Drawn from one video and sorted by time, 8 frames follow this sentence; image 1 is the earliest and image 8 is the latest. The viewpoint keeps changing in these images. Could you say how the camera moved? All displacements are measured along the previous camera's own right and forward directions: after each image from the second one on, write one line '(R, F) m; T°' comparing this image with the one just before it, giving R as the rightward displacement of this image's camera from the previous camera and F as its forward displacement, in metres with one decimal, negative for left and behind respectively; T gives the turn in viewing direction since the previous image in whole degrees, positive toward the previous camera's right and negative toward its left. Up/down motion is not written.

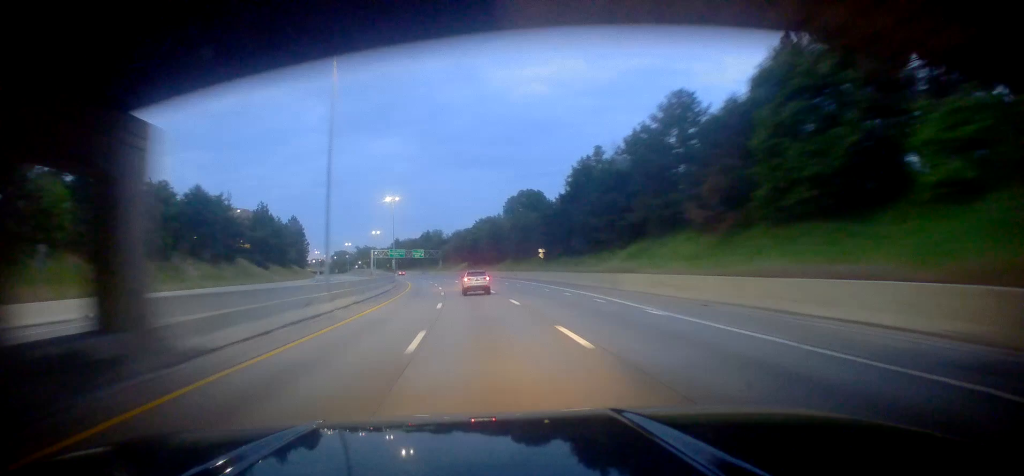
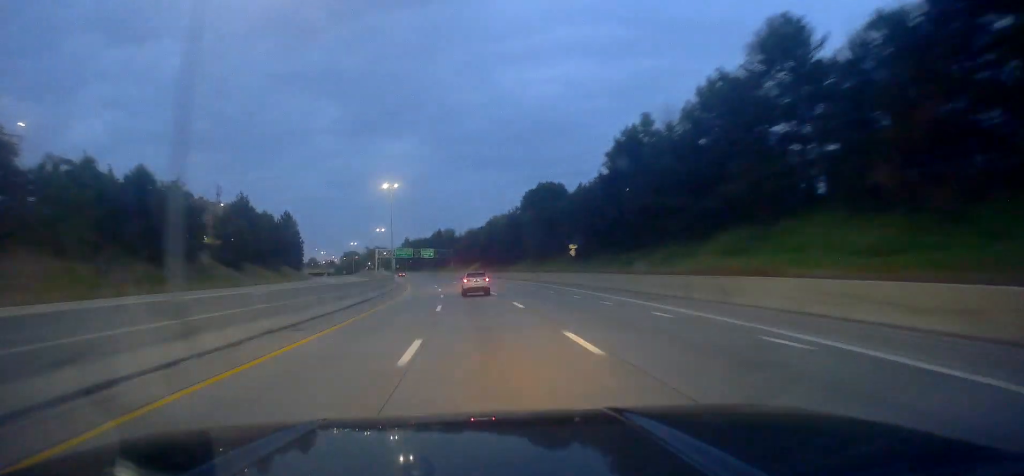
(-0.4, +16.4) m; -1°
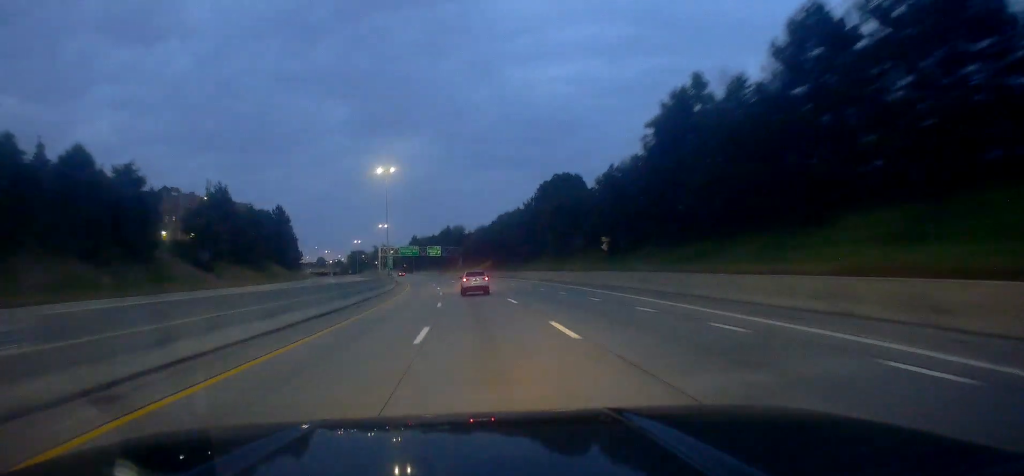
(-0.1, +12.3) m; -1°
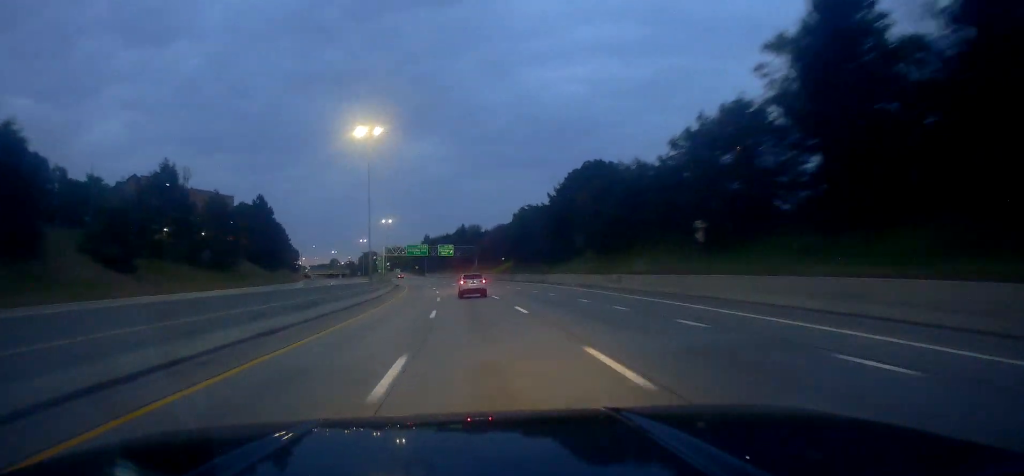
(-0.2, +20.1) m; -2°
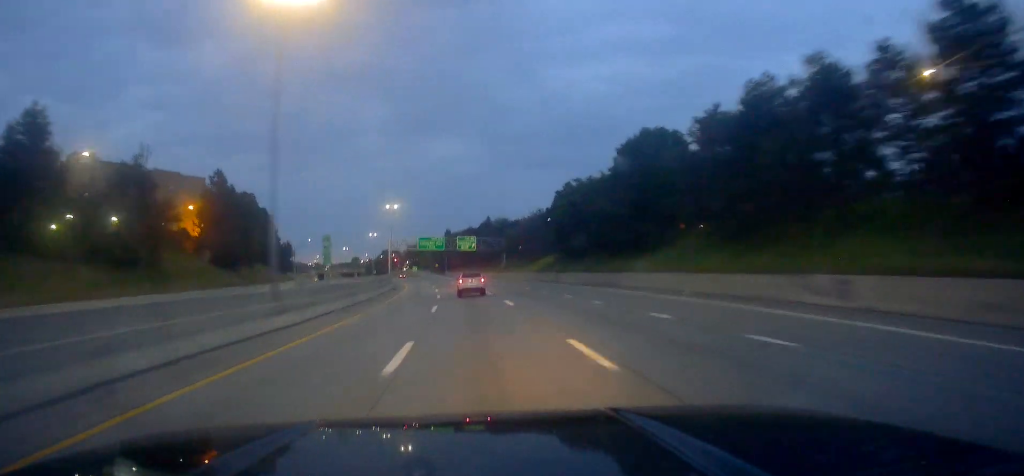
(-0.7, +26.9) m; -3°
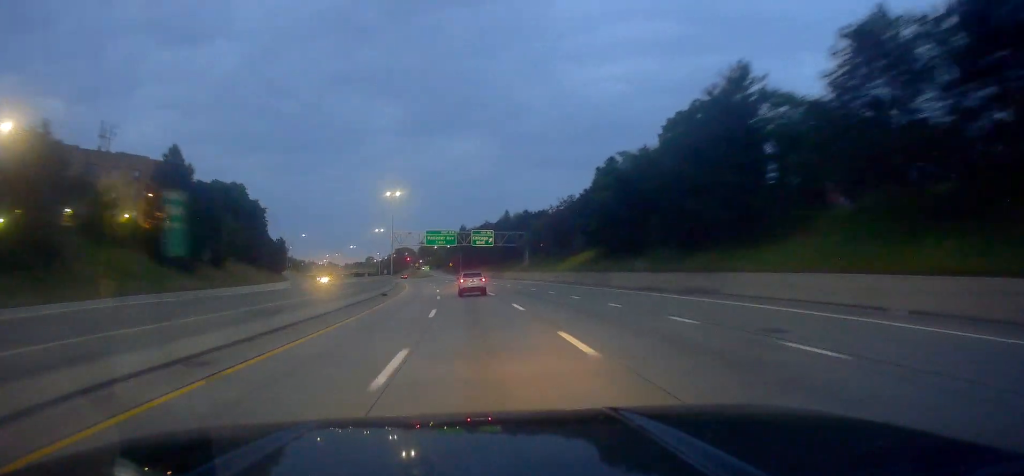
(-0.2, +16.9) m; -2°
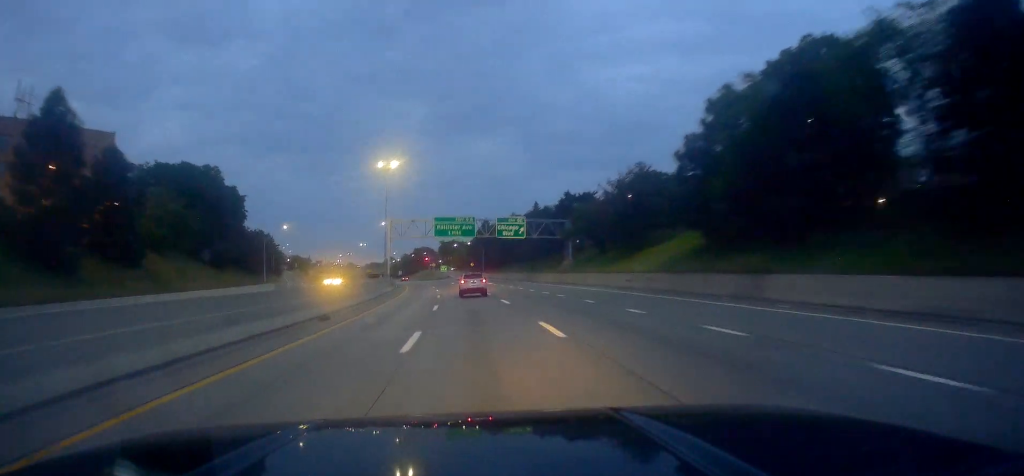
(-0.5, +25.2) m; -3°
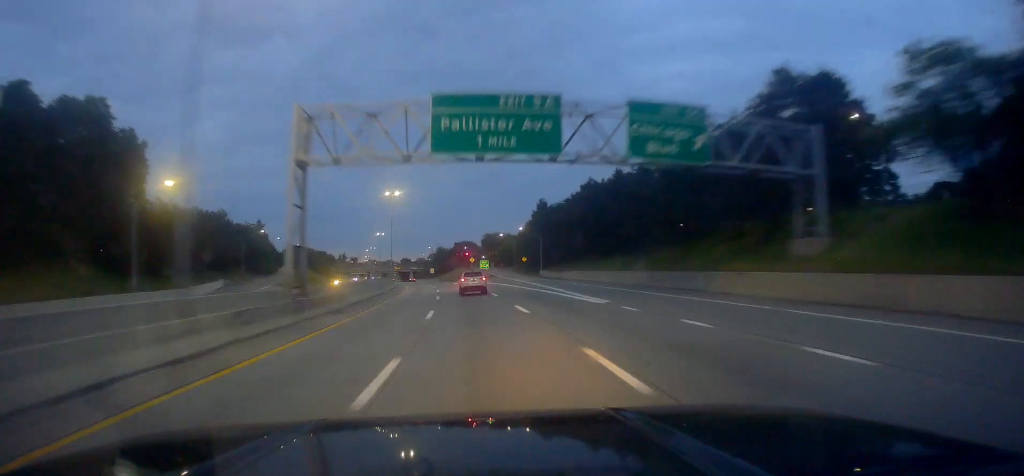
(-2.8, +50.6) m; -6°
